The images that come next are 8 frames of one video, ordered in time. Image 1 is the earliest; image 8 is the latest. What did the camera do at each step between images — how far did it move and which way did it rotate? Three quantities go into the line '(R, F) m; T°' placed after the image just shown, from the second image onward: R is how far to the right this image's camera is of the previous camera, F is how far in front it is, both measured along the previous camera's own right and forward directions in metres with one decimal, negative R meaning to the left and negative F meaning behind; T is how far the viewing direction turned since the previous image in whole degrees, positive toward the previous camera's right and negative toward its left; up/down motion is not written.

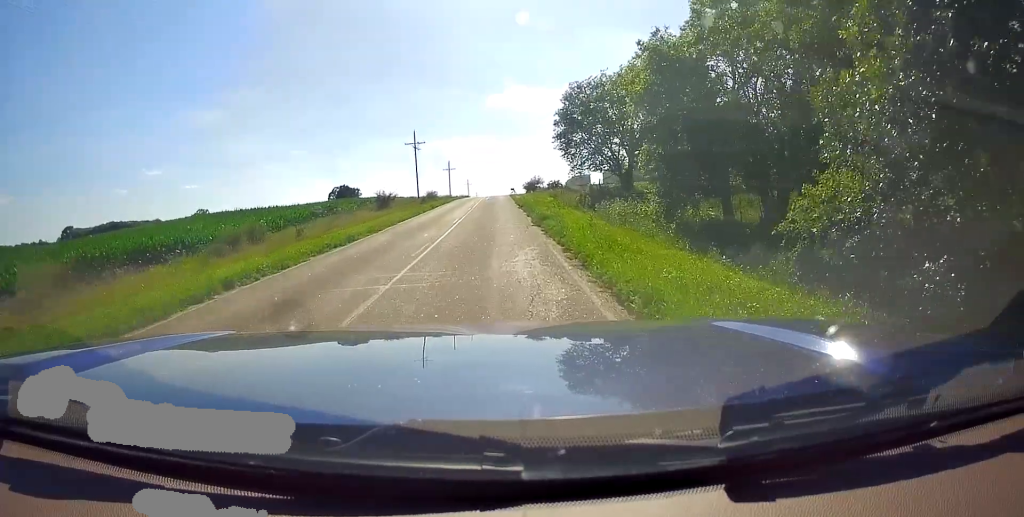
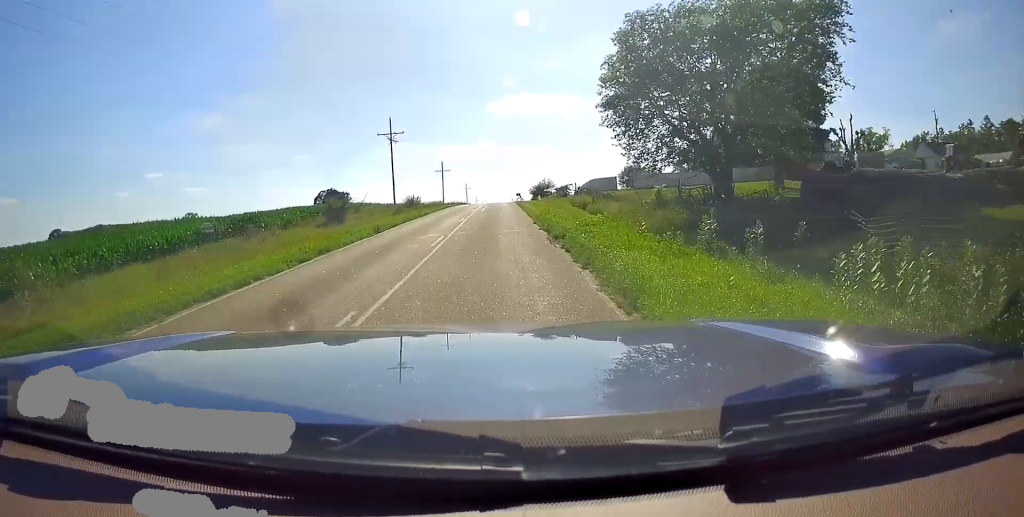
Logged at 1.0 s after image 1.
(0.0, +22.4) m; 0°
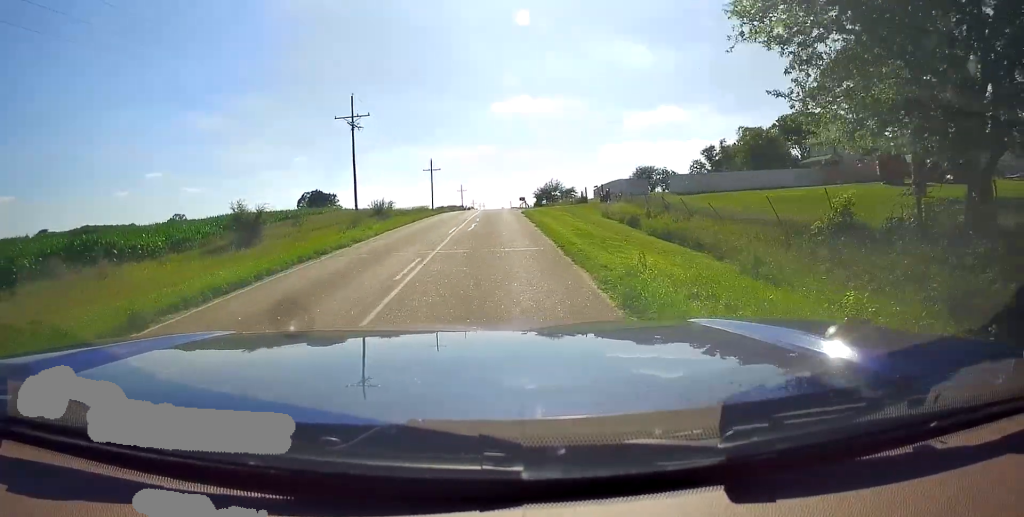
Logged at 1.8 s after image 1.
(0.0, +18.1) m; 0°
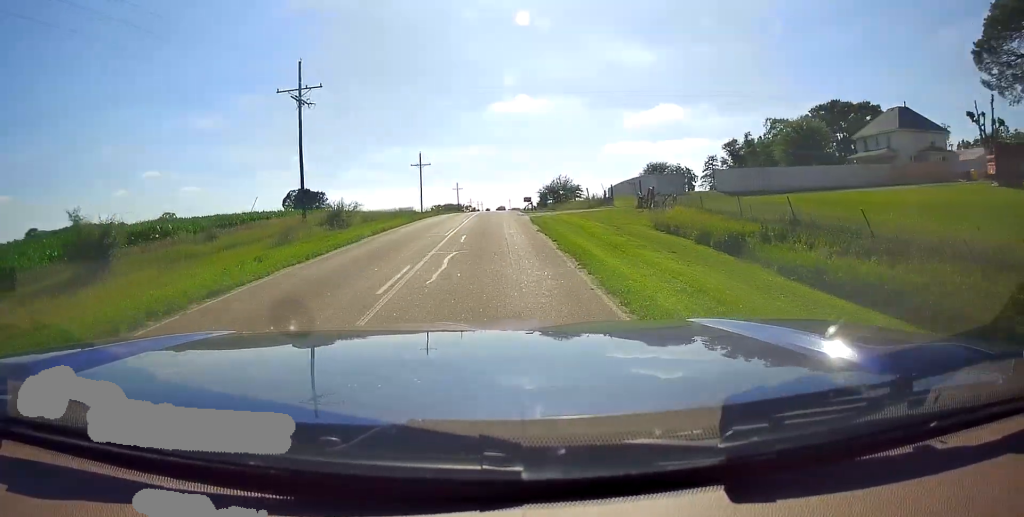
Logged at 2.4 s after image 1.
(0.0, +13.6) m; 0°
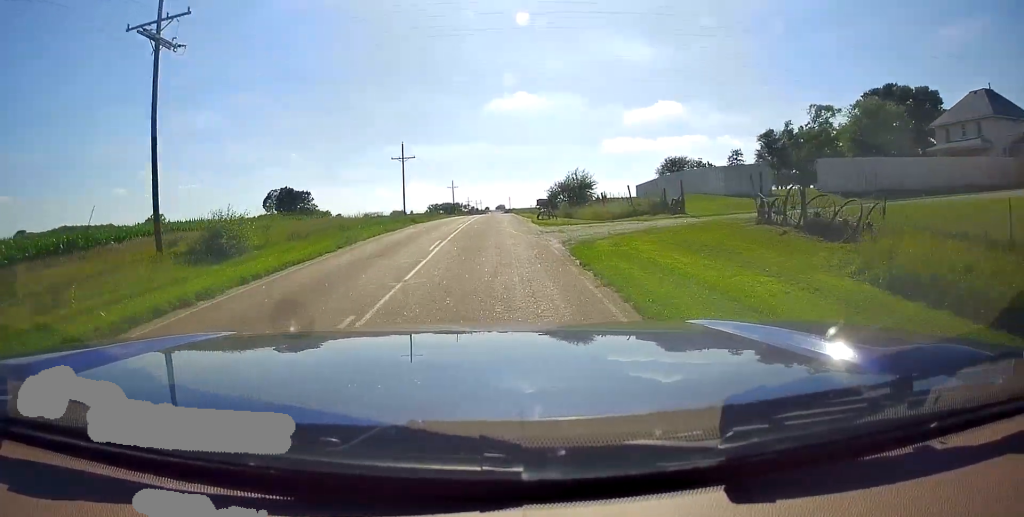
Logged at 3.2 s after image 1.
(0.0, +17.0) m; 0°
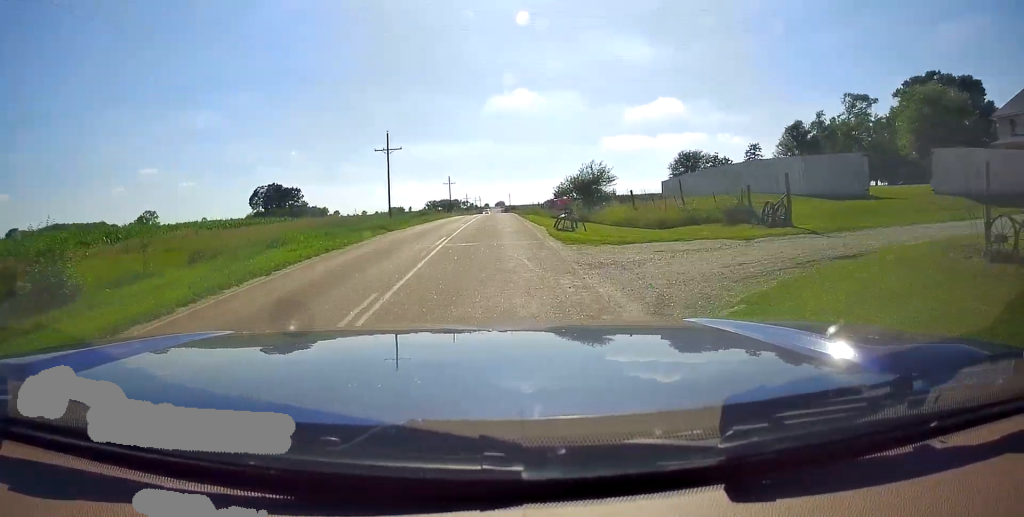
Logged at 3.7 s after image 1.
(0.0, +10.5) m; 0°
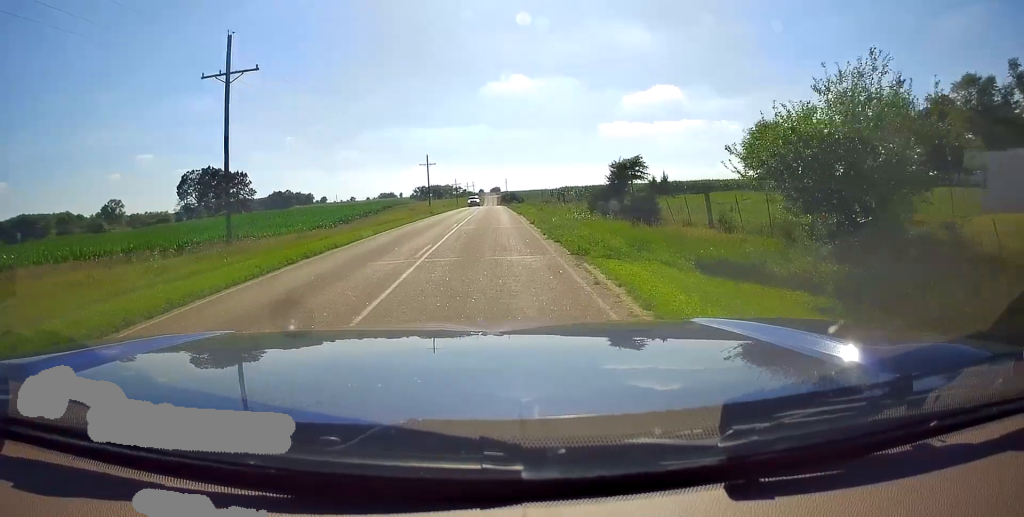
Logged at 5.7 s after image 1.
(0.0, +39.9) m; 0°
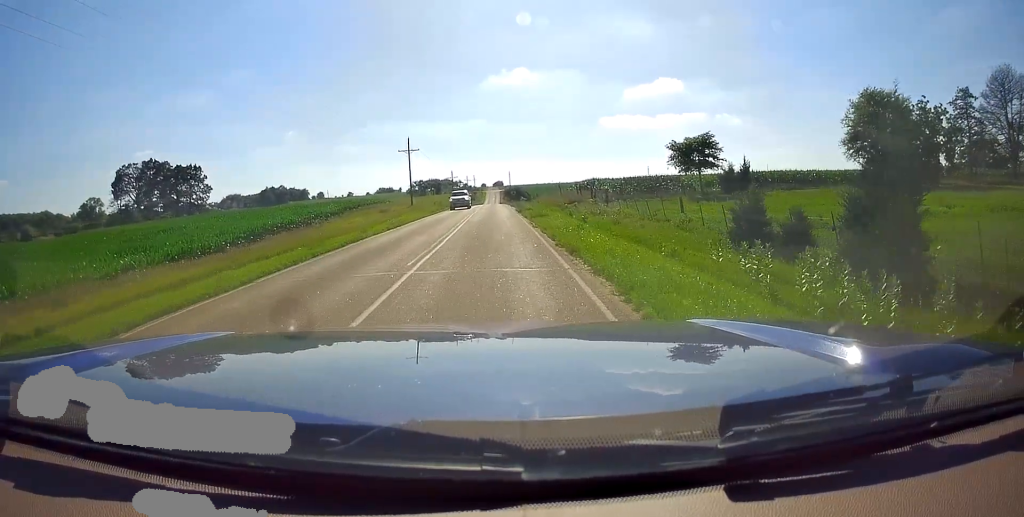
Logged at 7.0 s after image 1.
(0.0, +26.4) m; 0°
